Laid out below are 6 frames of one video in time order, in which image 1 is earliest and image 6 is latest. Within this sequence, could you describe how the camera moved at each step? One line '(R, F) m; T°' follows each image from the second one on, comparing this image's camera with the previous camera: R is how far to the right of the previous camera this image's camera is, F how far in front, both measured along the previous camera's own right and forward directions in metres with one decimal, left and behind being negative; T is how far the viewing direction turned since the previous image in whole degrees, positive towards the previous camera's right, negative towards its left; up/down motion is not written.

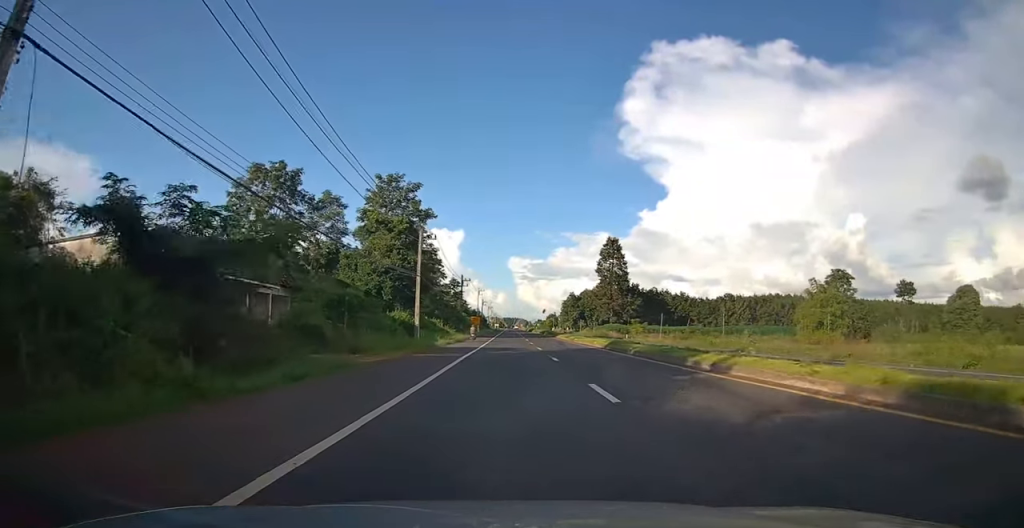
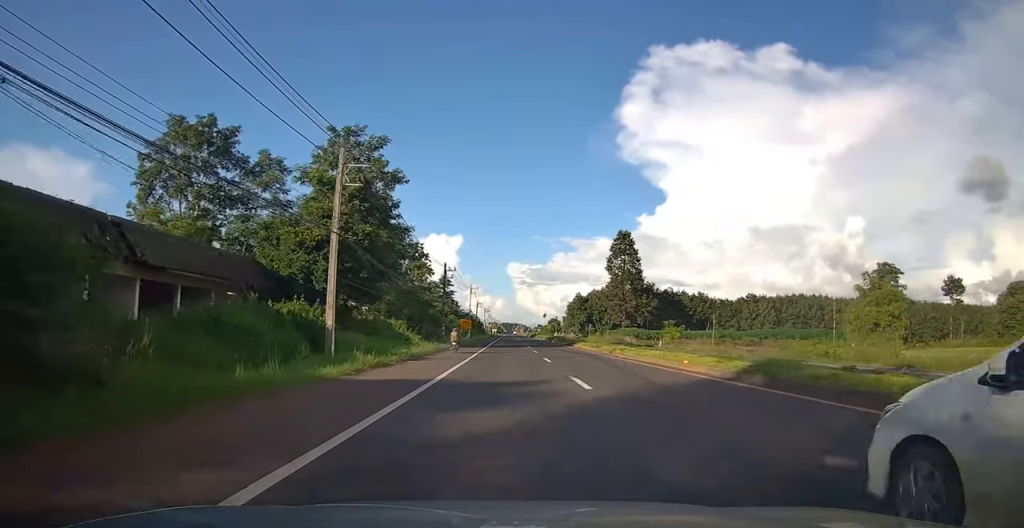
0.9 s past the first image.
(-0.3, +21.0) m; 0°
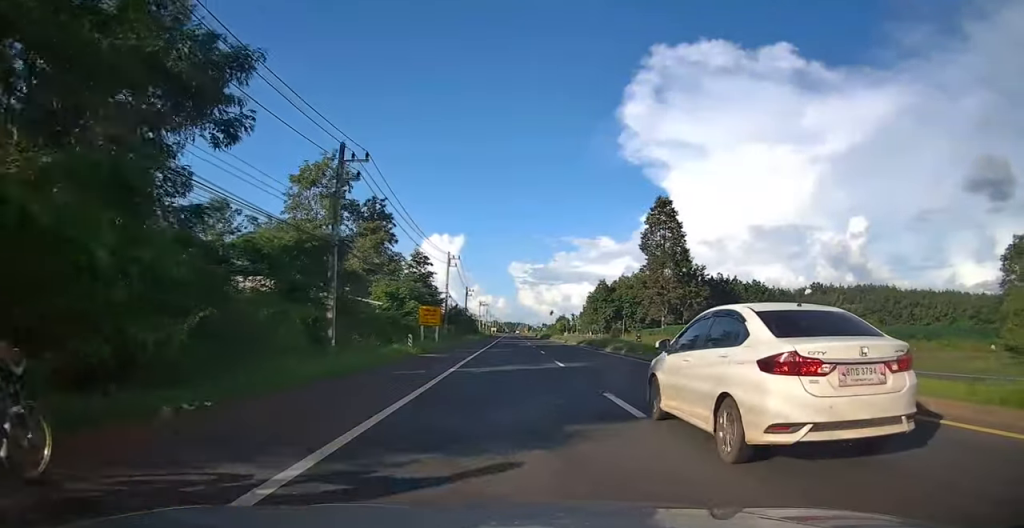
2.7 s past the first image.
(+0.2, +40.8) m; -1°
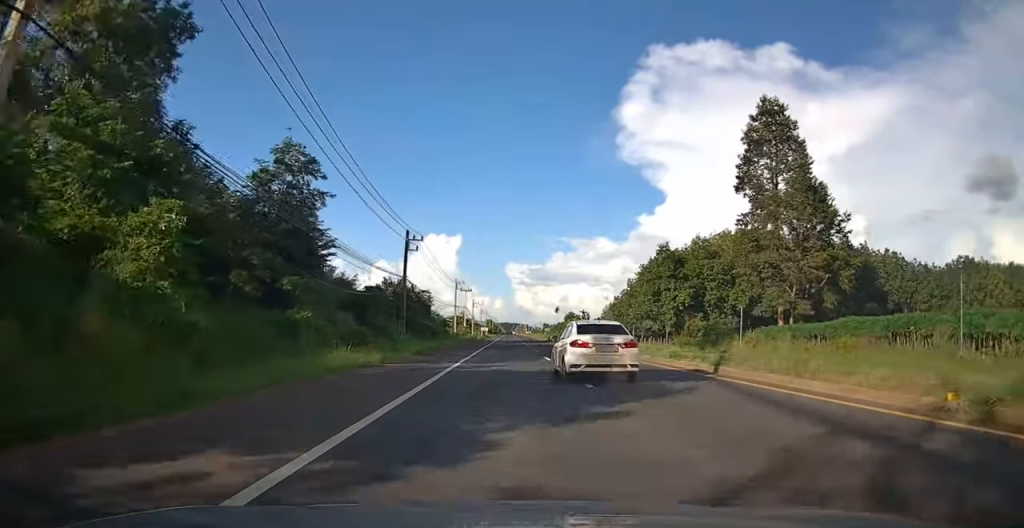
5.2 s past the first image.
(+0.7, +55.7) m; +2°
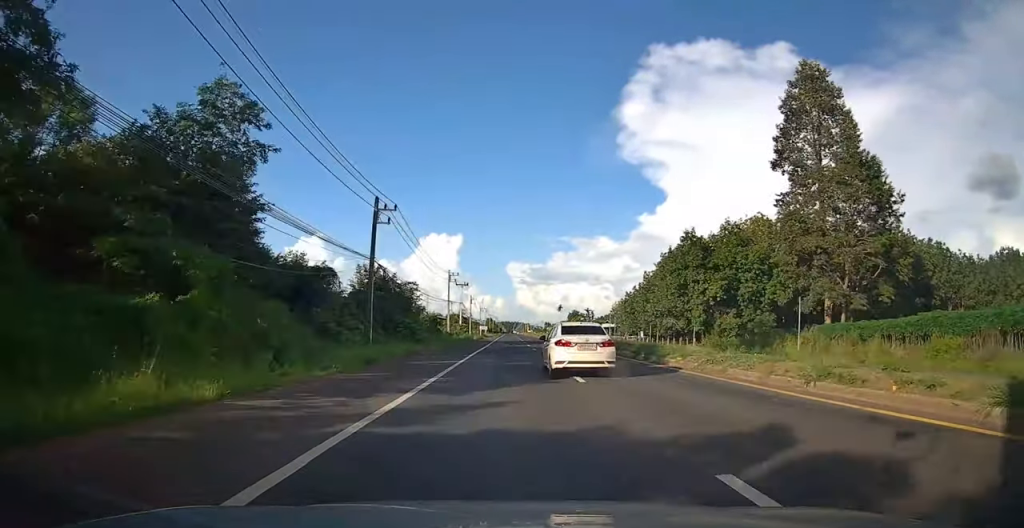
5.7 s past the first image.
(-0.3, +10.6) m; -1°
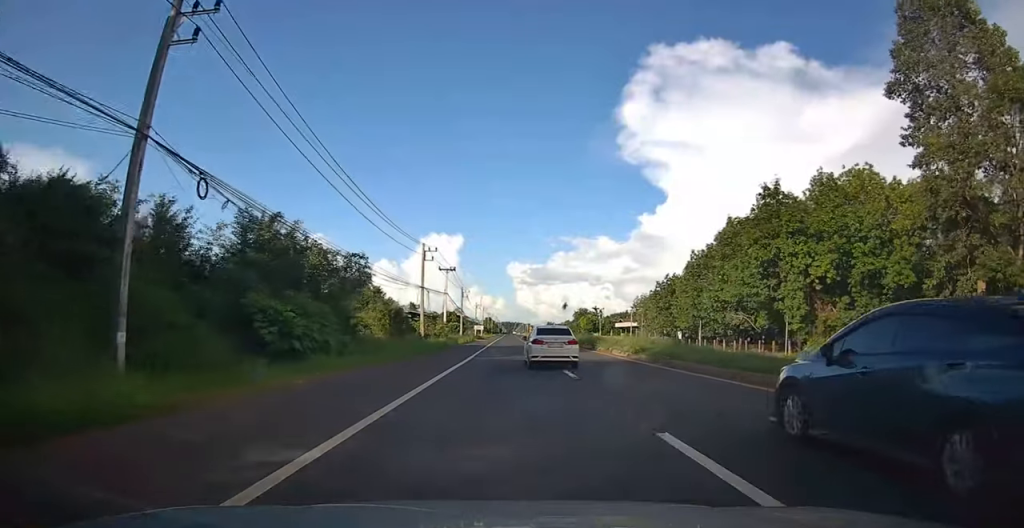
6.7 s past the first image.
(-0.5, +22.0) m; -1°
